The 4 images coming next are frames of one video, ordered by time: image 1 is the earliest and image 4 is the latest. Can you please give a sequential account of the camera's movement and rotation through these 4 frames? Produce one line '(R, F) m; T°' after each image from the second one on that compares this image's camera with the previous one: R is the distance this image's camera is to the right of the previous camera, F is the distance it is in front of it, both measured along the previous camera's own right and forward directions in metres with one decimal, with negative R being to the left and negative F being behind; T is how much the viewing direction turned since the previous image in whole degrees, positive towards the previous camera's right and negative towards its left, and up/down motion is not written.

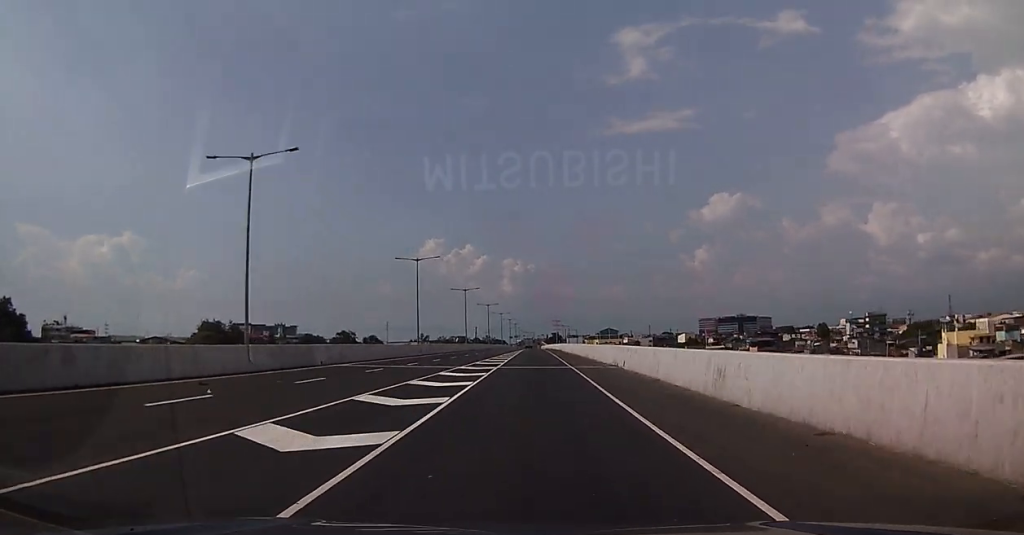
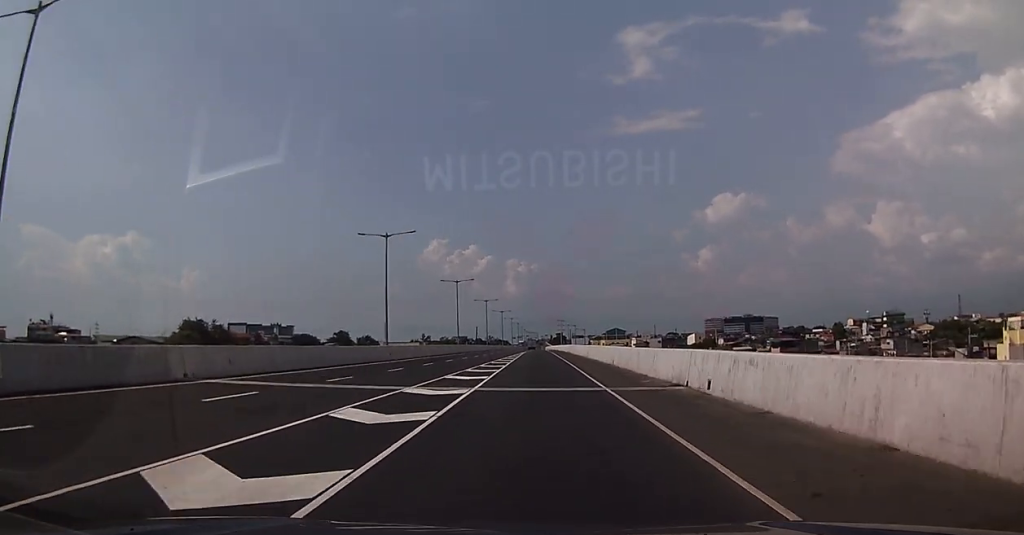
(0.0, +16.8) m; +1°
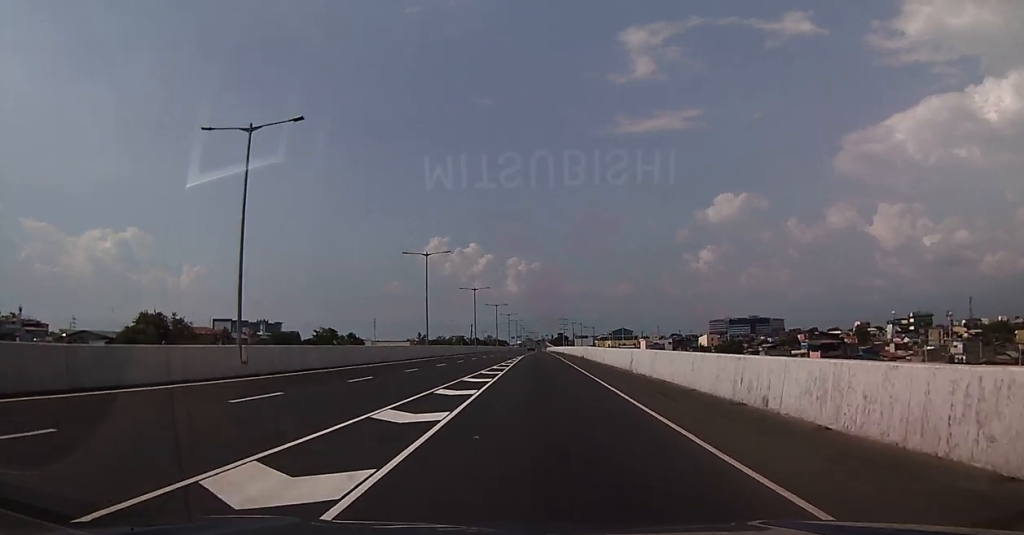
(+0.4, +28.6) m; 0°
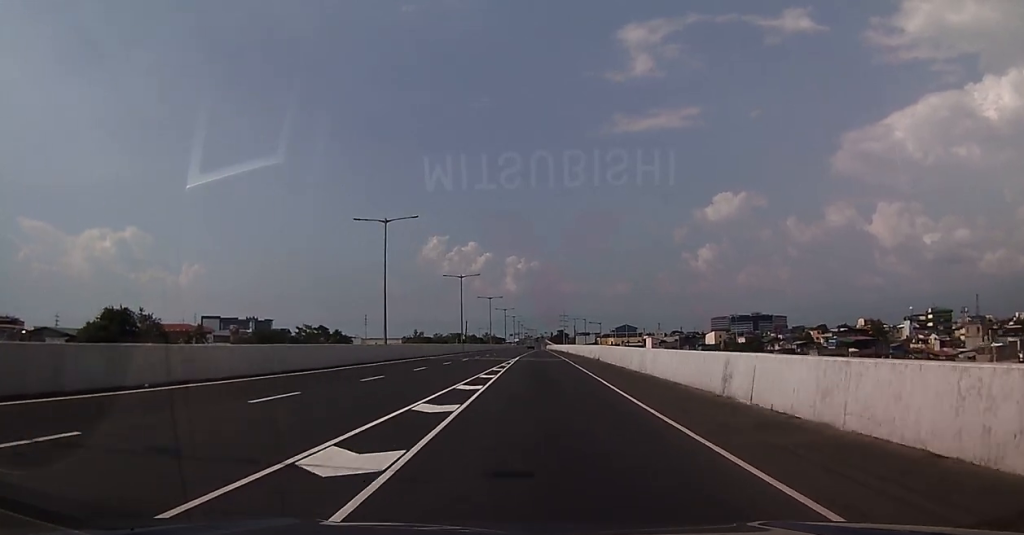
(-0.3, +18.6) m; -1°
